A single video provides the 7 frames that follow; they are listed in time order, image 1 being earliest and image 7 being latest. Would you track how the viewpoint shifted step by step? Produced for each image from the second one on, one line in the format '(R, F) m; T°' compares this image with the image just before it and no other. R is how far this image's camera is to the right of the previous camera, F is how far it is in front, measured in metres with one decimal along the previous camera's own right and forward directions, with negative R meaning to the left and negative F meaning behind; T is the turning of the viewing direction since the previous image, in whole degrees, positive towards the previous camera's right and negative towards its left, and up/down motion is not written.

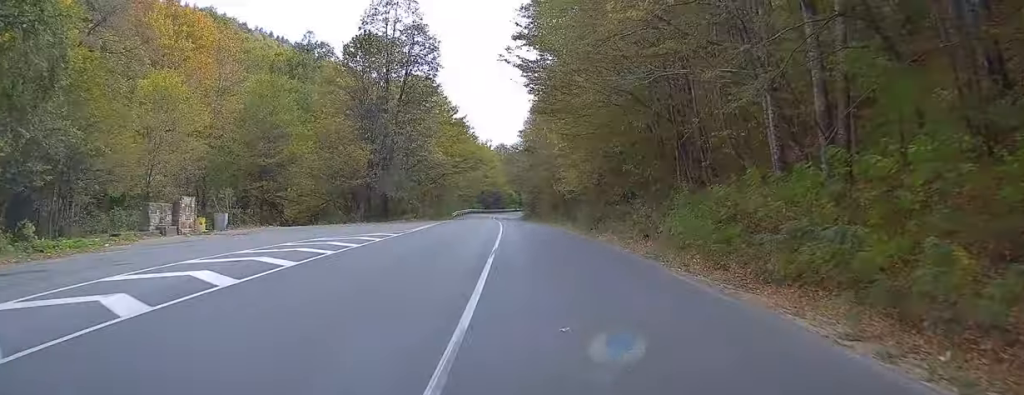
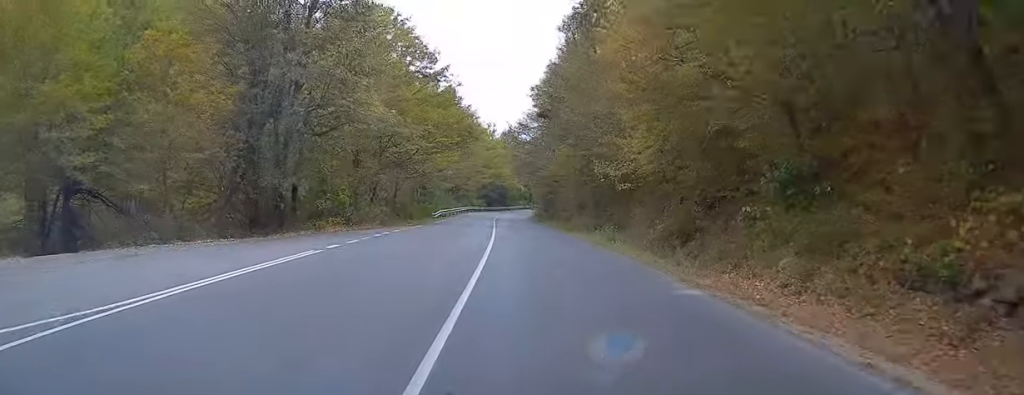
(-0.8, +23.4) m; -3°
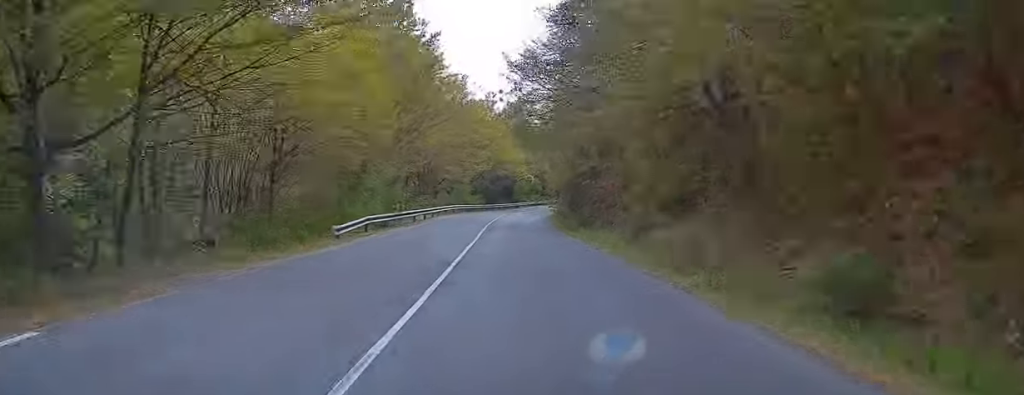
(-0.4, +29.8) m; -1°
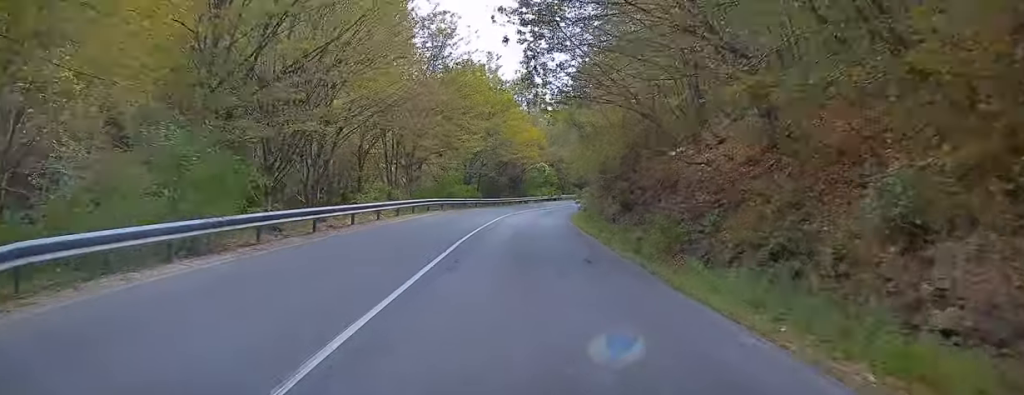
(+0.1, +20.4) m; 0°
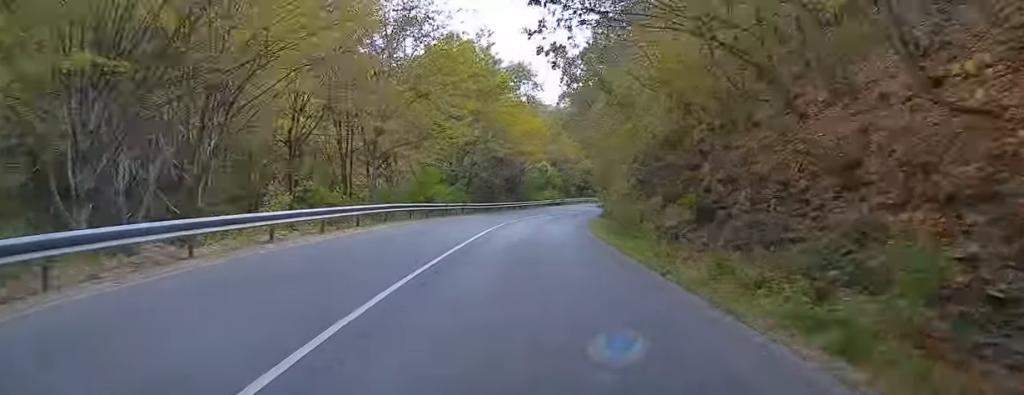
(-0.2, +11.7) m; 0°
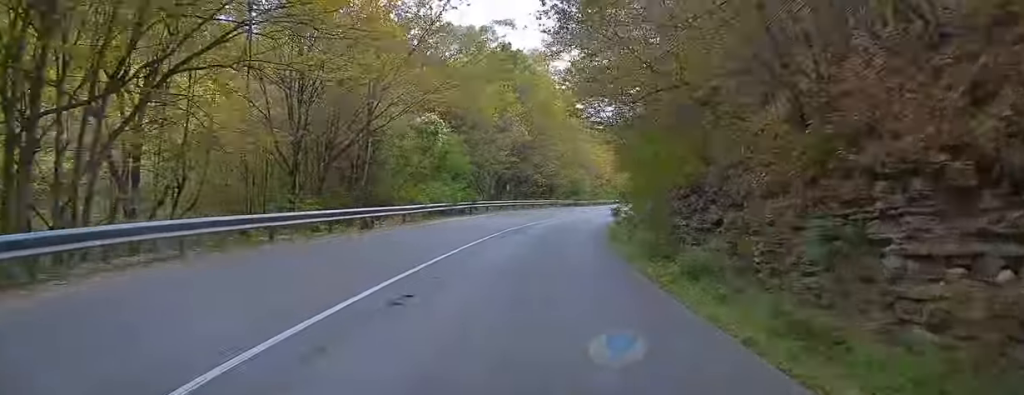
(+1.2, +42.6) m; +5°
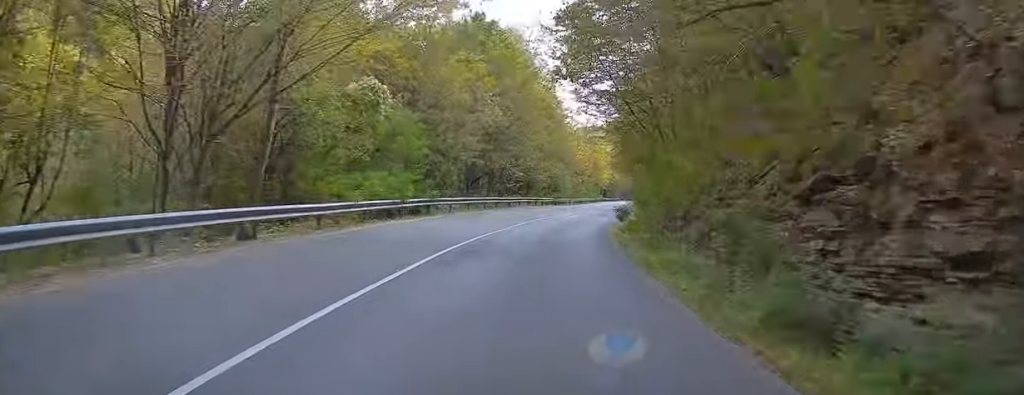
(+0.1, +8.7) m; +2°
